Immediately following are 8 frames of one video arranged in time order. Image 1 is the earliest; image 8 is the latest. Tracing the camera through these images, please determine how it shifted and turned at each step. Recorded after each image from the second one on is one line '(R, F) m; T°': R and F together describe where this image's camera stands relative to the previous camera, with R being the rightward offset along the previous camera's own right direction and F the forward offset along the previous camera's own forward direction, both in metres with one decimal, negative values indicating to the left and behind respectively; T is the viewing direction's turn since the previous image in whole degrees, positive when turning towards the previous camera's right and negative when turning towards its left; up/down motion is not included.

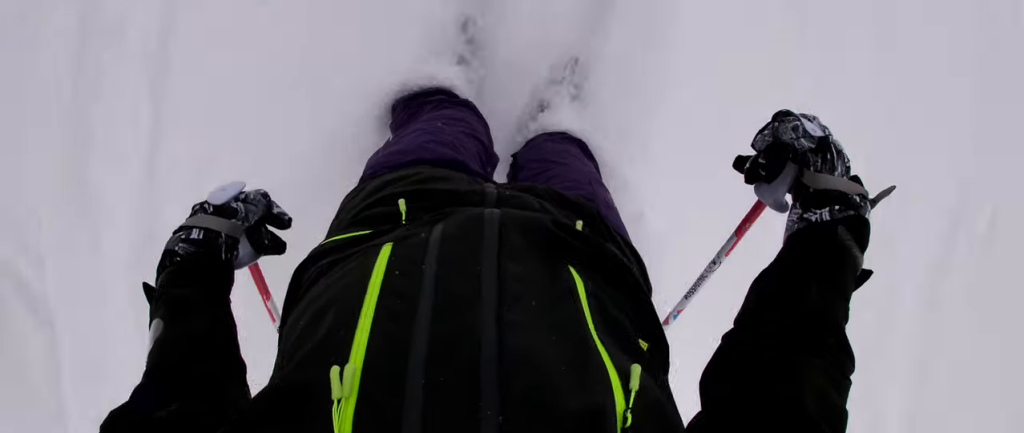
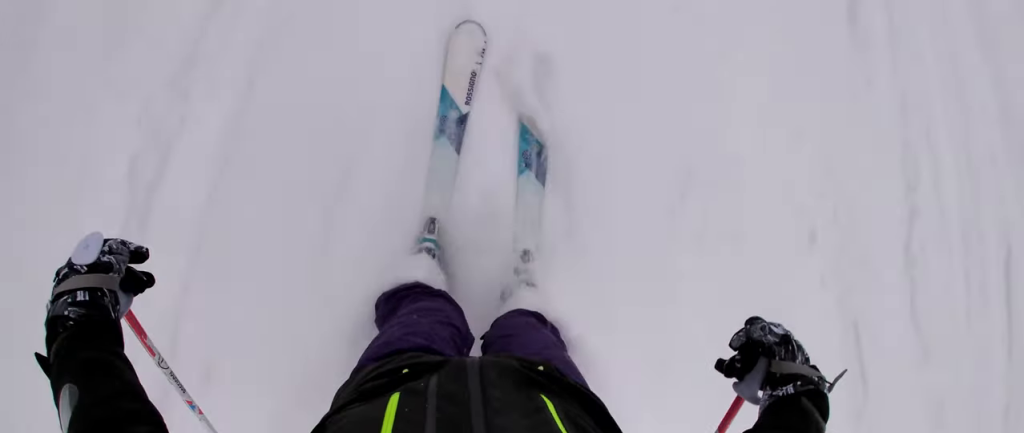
(-0.1, +2.2) m; -2°
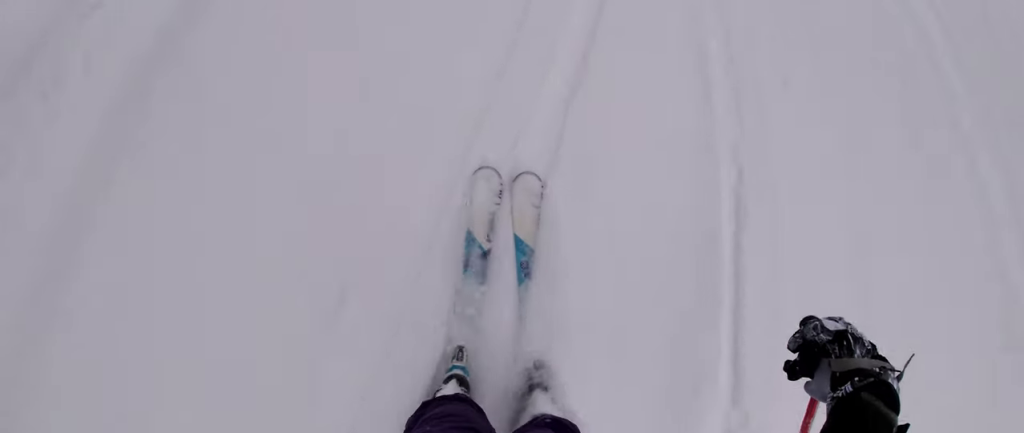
(-0.1, +4.4) m; -1°
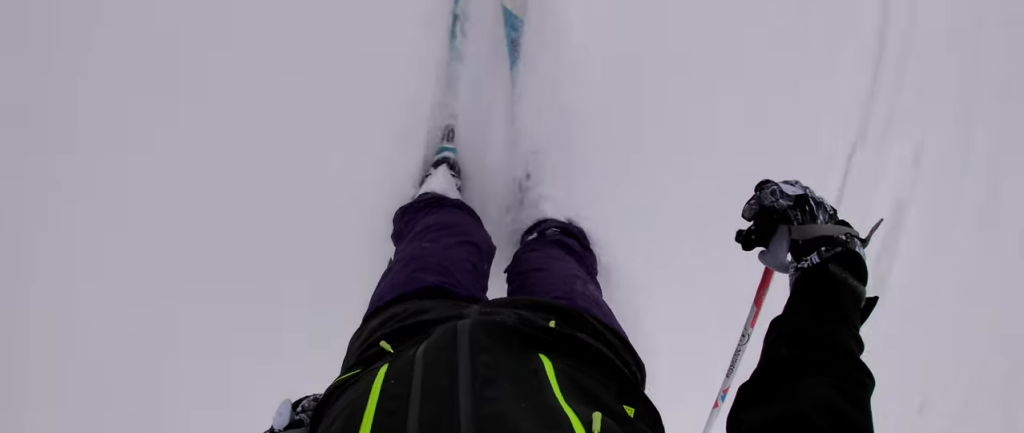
(0.0, +5.8) m; -3°
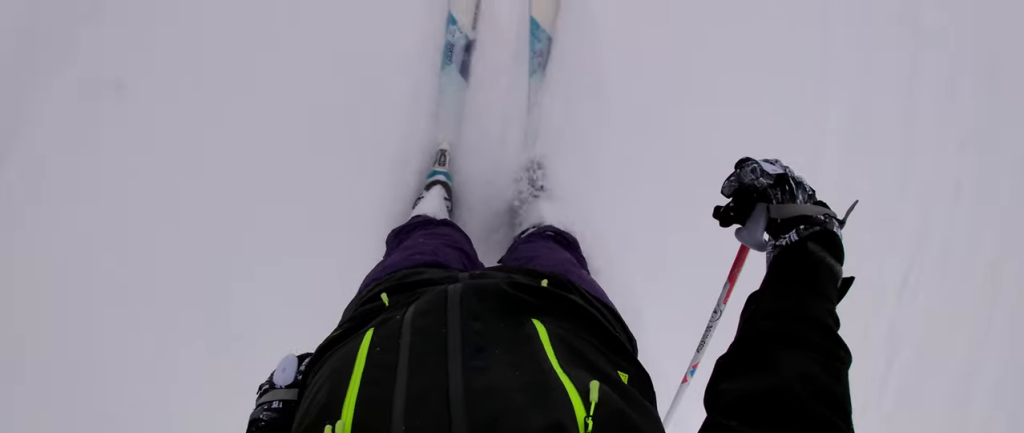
(+0.2, +3.9) m; -7°
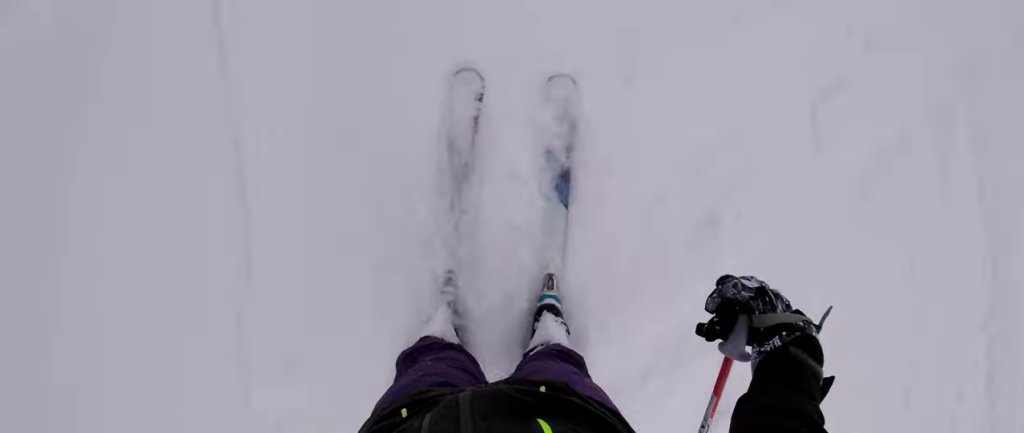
(-0.8, +5.9) m; +10°
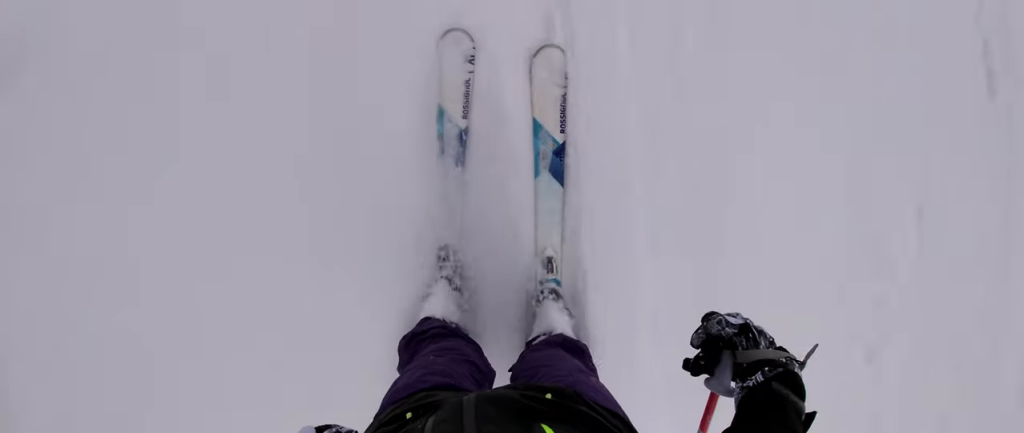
(+1.6, +5.3) m; 0°
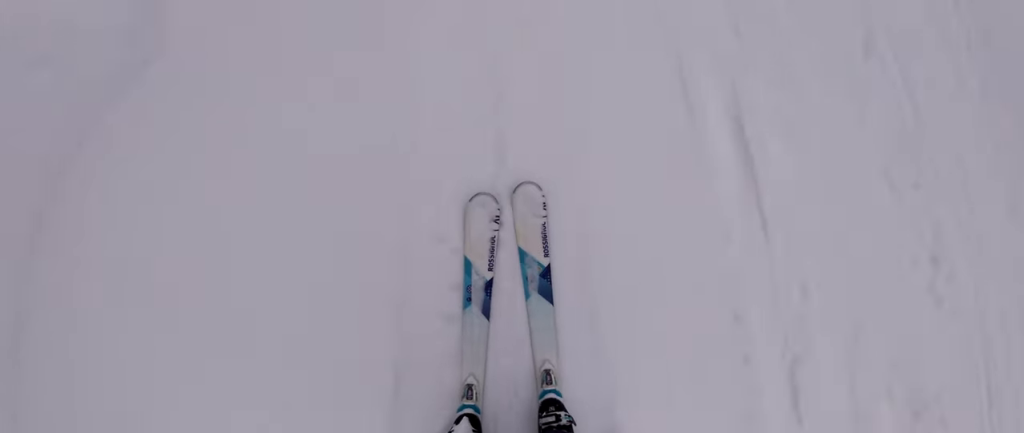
(-1.6, +13.2) m; -1°
